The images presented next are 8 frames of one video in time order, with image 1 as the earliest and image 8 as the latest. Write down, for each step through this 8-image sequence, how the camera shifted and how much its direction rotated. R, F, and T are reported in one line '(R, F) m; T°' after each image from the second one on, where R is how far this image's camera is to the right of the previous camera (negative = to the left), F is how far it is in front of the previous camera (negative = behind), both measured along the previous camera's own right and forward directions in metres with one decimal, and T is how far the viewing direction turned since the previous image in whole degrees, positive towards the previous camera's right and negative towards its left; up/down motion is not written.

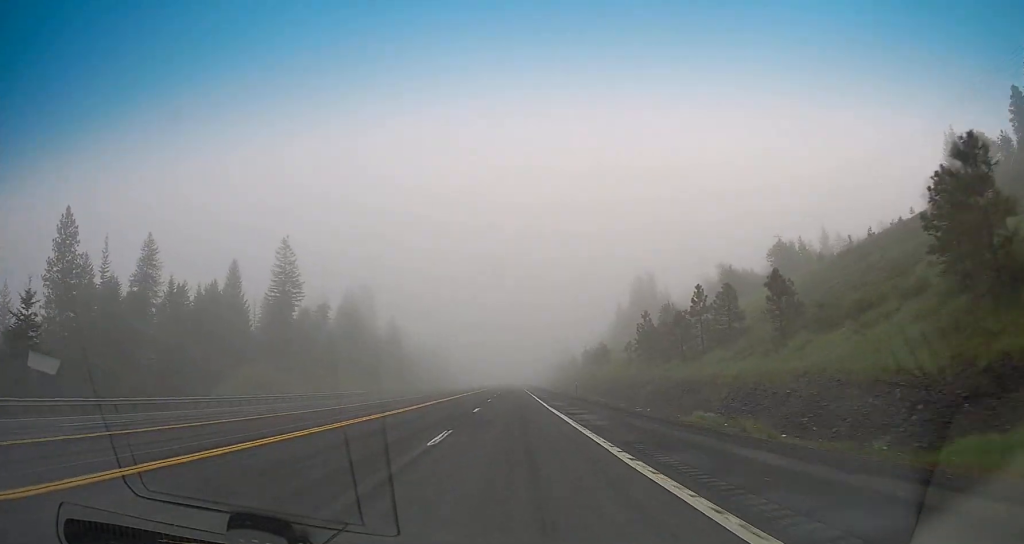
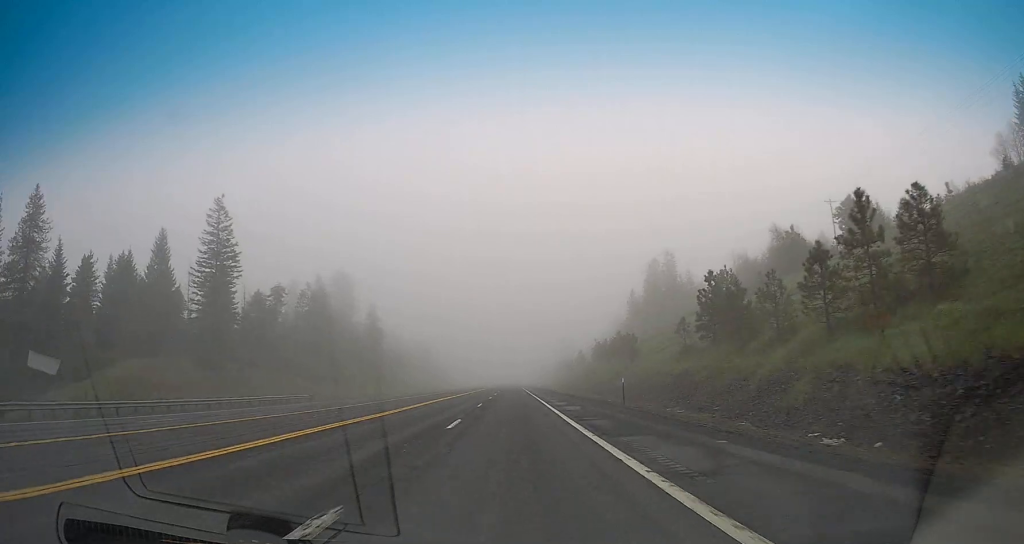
(+0.1, +26.4) m; 0°
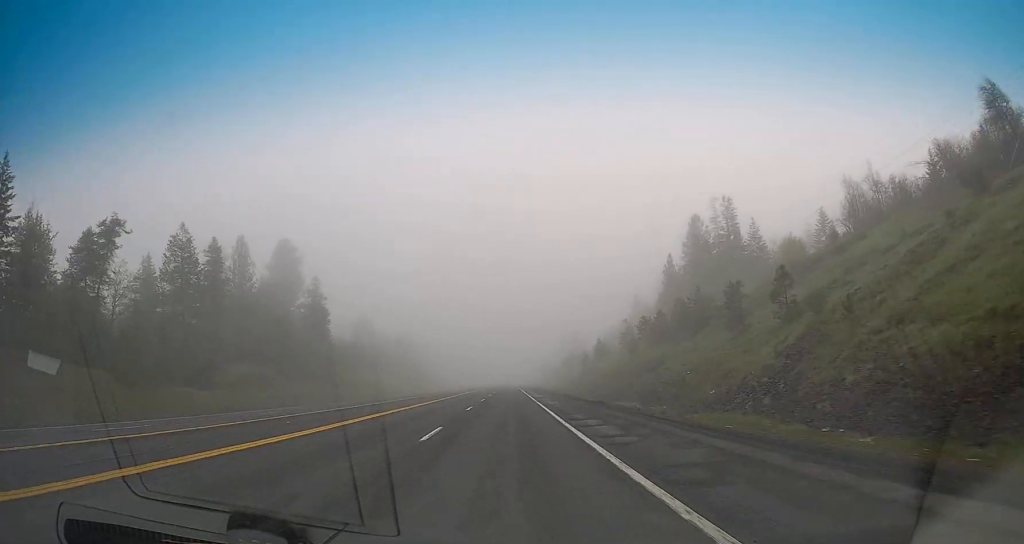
(+0.2, +49.8) m; 0°
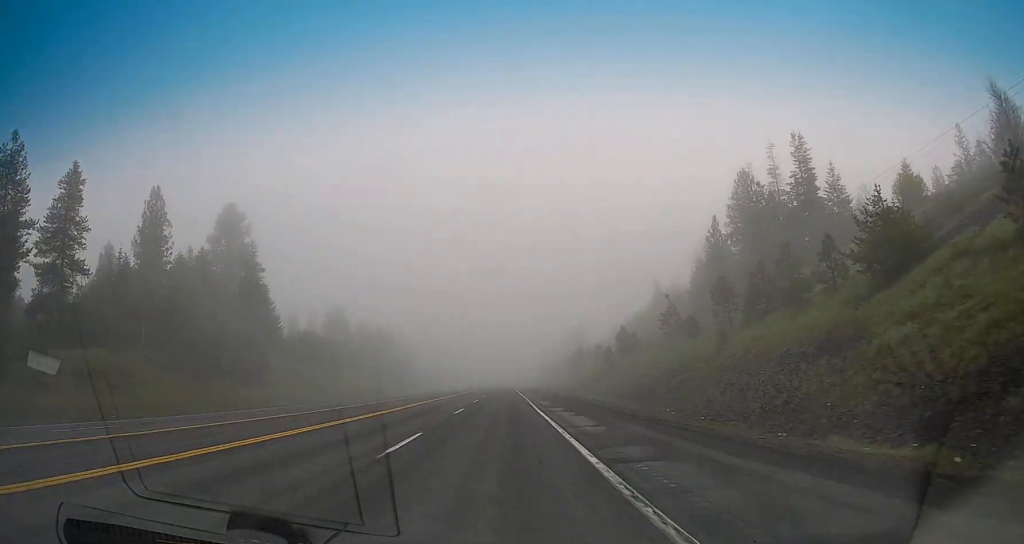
(0.0, +33.2) m; 0°
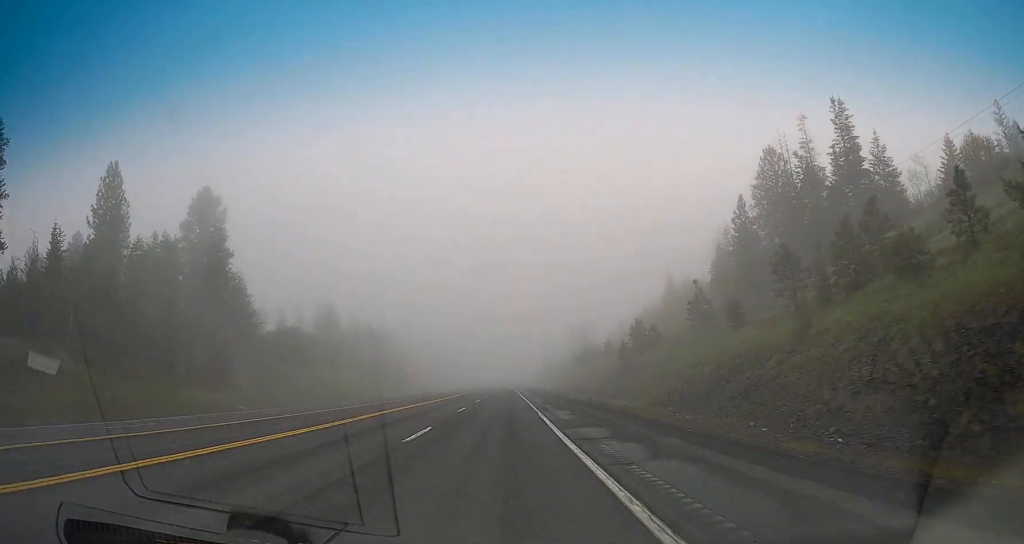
(+0.1, +12.7) m; 0°
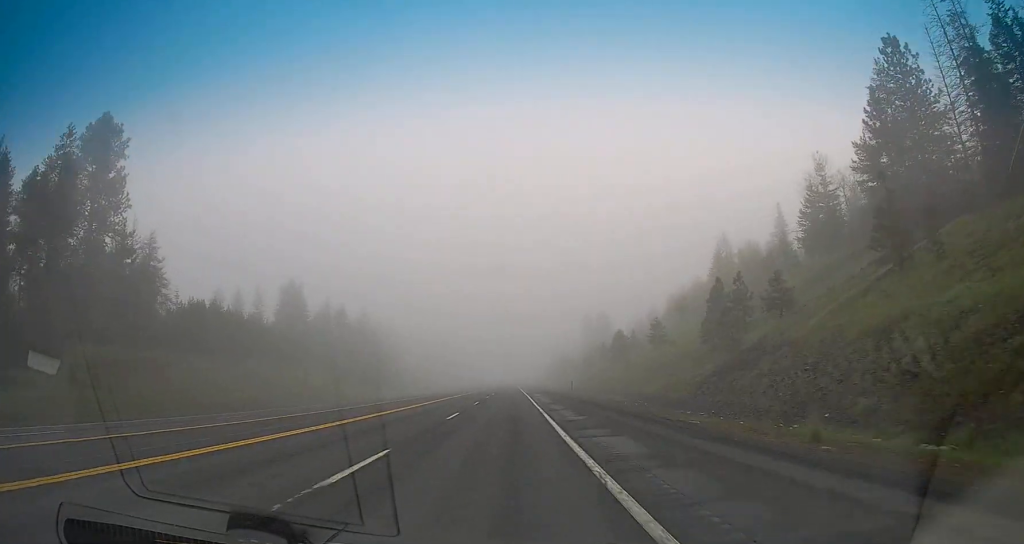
(0.0, +37.9) m; +1°
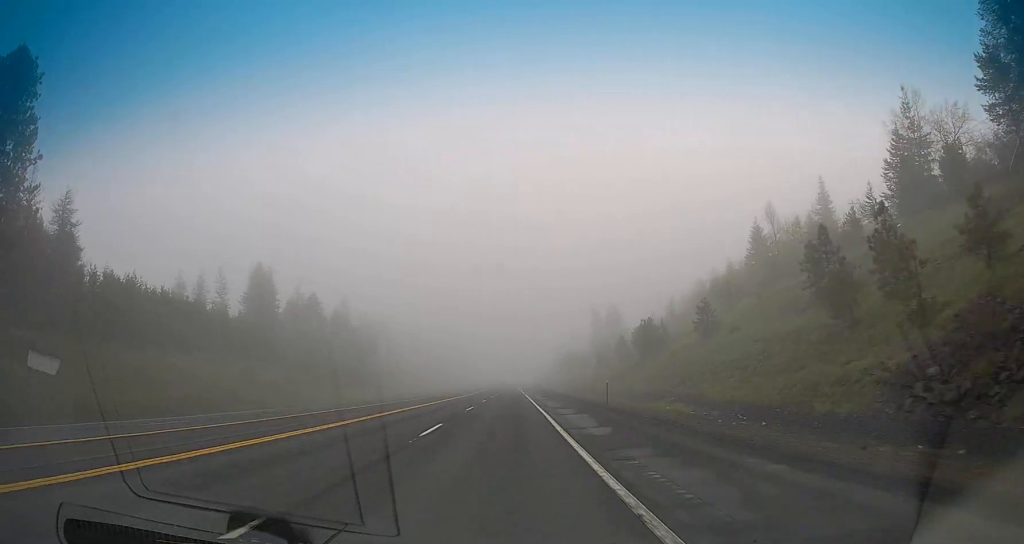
(+0.6, +22.4) m; 0°
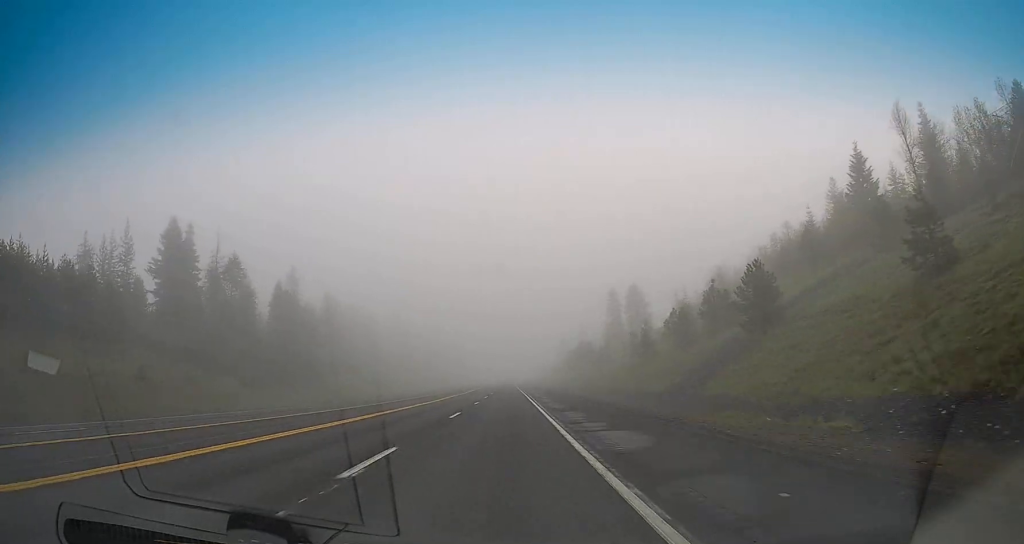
(-0.6, +38.9) m; -1°
